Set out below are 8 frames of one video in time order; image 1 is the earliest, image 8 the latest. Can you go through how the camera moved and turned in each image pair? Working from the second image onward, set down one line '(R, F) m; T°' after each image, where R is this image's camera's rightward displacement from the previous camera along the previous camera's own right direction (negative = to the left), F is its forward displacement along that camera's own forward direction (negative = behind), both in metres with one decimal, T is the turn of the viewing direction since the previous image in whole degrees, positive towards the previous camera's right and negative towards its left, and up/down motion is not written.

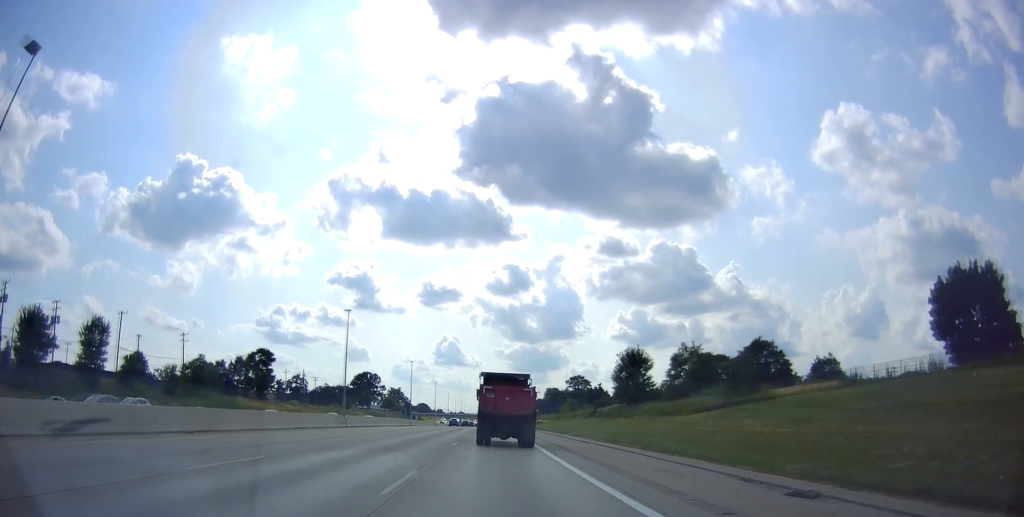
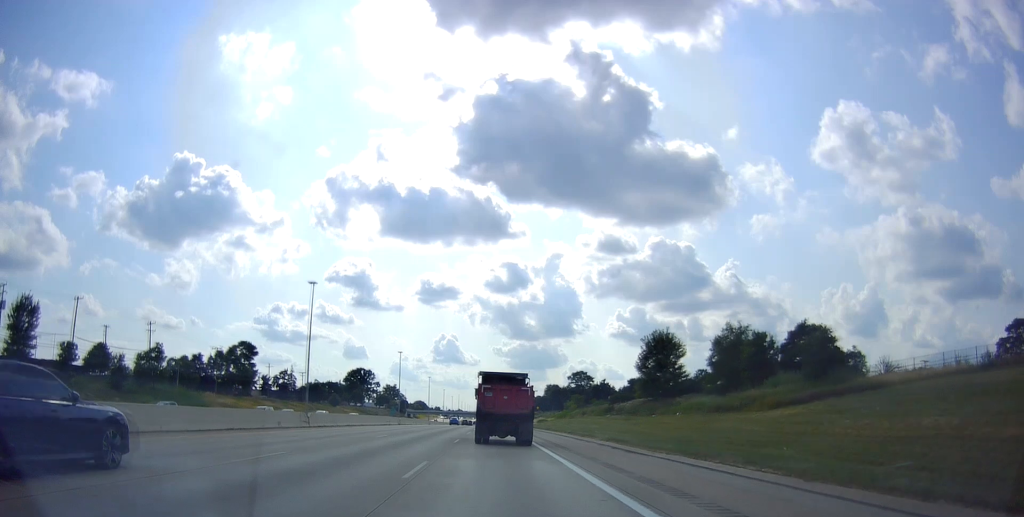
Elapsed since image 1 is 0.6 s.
(0.0, +13.4) m; +1°
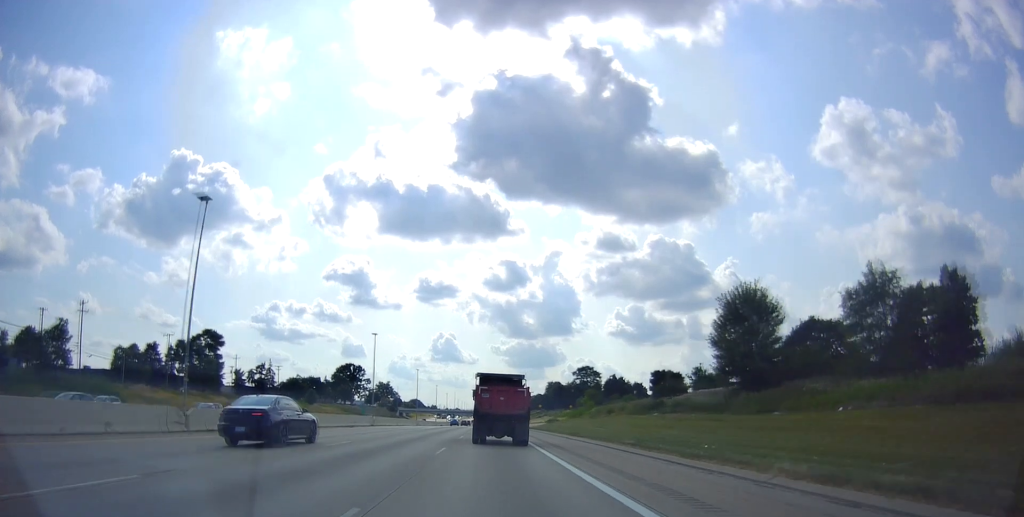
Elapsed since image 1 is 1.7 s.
(+0.3, +22.5) m; +2°
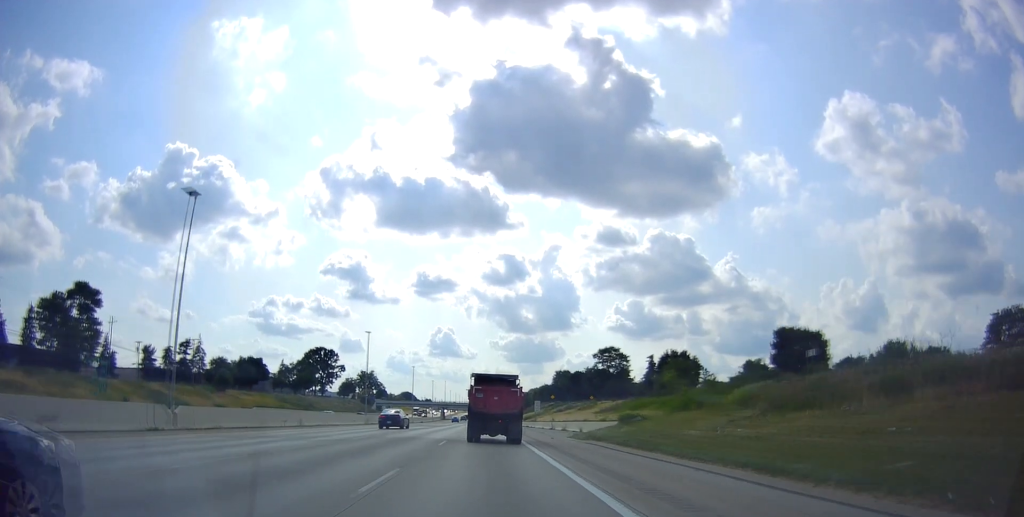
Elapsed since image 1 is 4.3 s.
(-0.6, +55.8) m; -2°
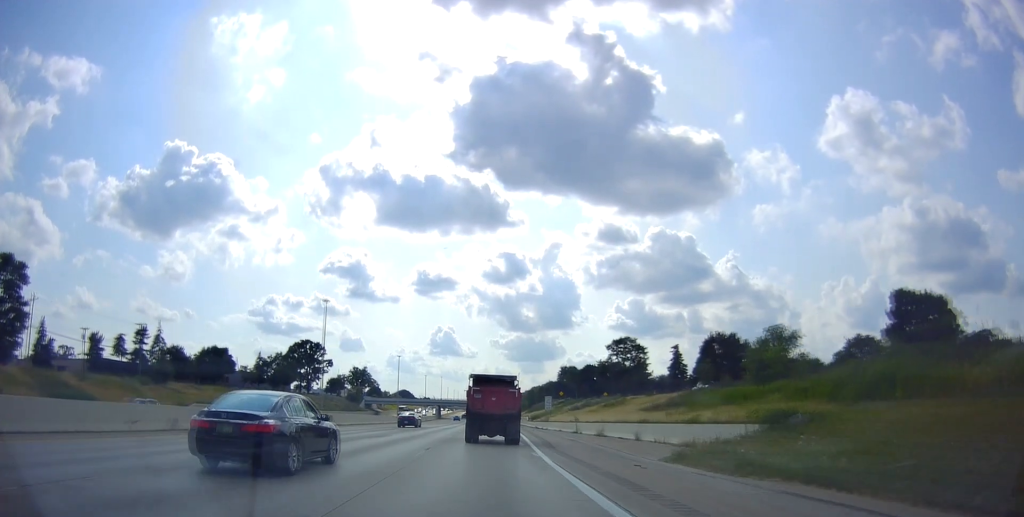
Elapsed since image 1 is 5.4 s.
(+0.1, +23.2) m; +1°
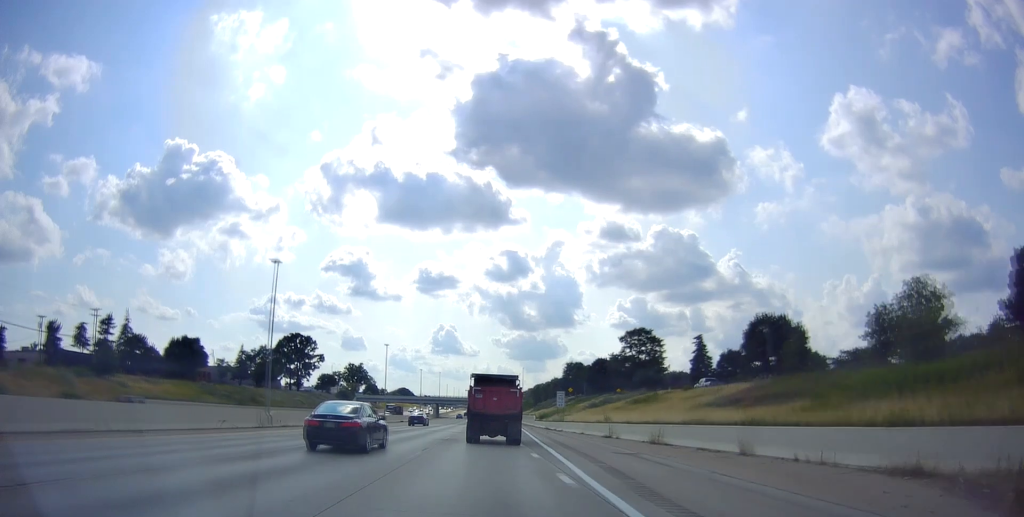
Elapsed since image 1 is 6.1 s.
(+0.4, +15.9) m; 0°
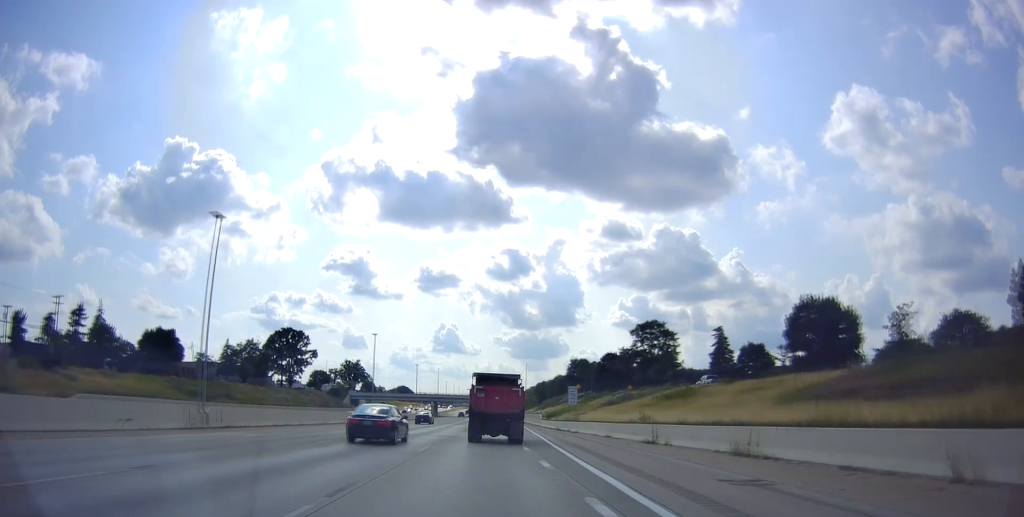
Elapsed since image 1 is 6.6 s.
(-0.2, +11.6) m; -1°
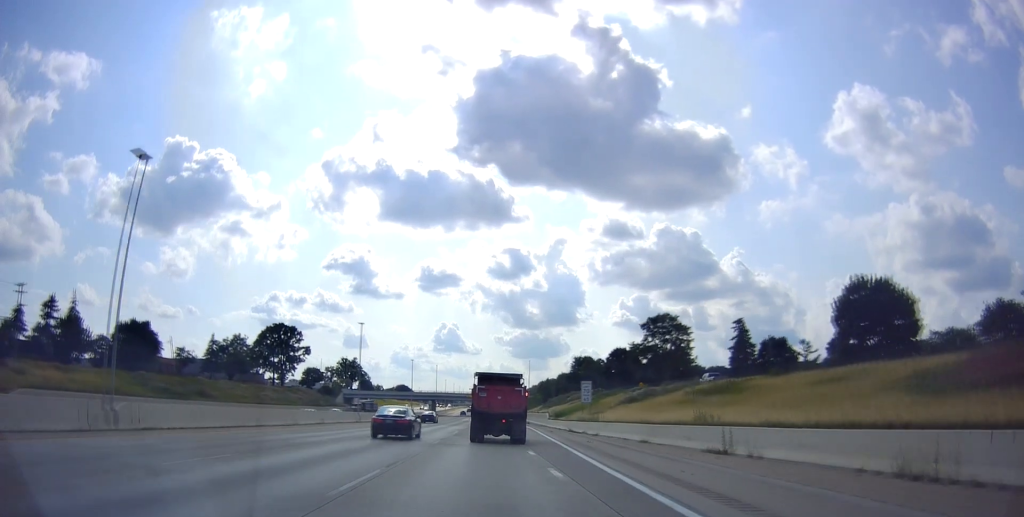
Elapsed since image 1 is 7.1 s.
(-0.1, +10.1) m; -1°
